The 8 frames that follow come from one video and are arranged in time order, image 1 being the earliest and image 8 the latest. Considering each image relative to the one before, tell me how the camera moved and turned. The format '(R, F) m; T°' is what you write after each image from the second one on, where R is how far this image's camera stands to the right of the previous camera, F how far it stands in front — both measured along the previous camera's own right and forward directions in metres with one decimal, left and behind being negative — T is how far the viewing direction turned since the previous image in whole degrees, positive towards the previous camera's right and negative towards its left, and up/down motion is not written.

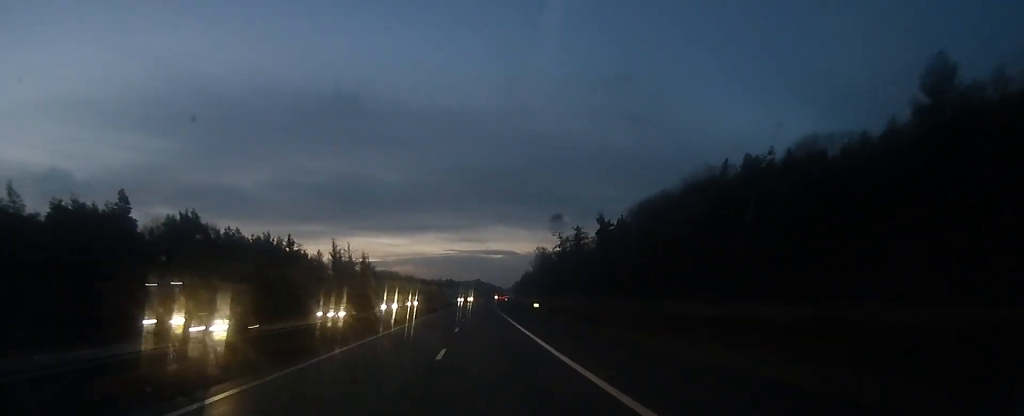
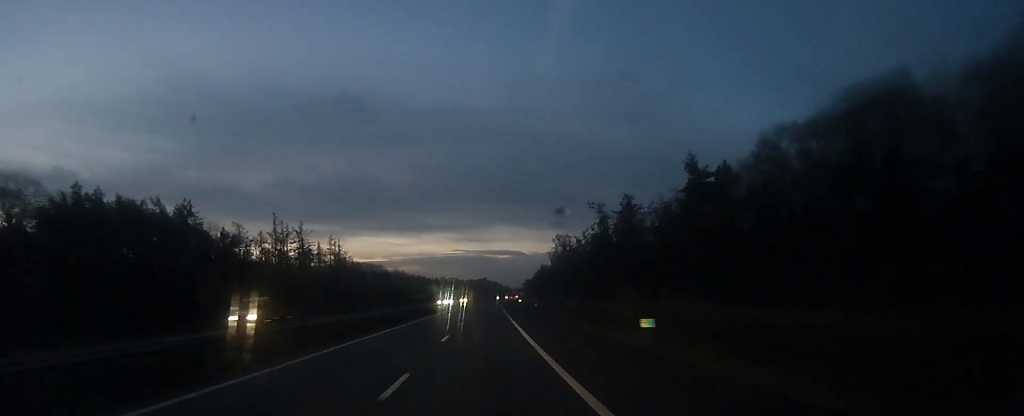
(+1.1, +42.1) m; +2°
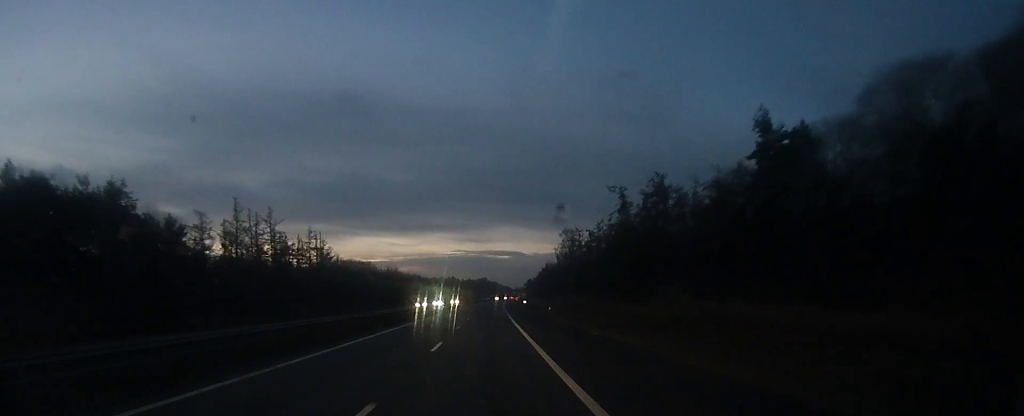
(+0.1, +15.6) m; -1°
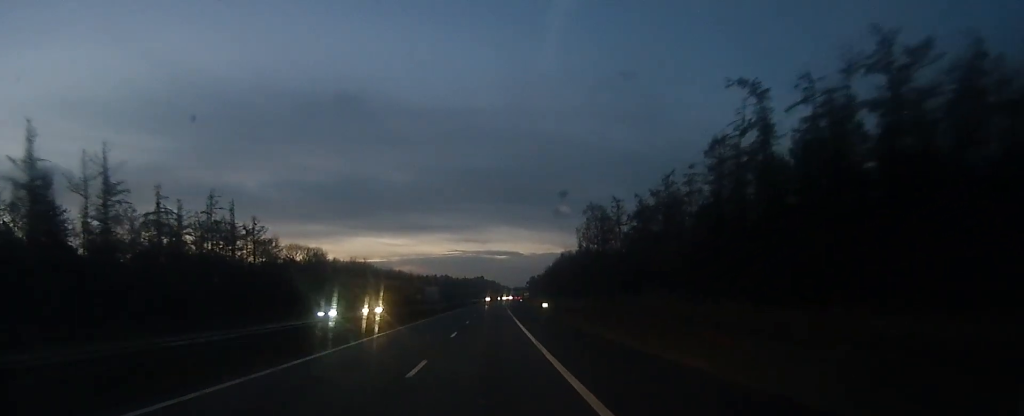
(-1.1, +41.8) m; -1°
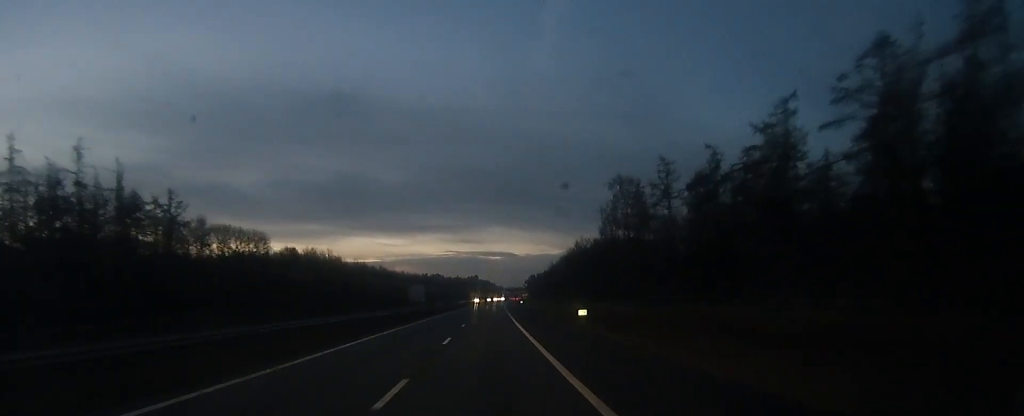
(+0.3, +27.3) m; +1°
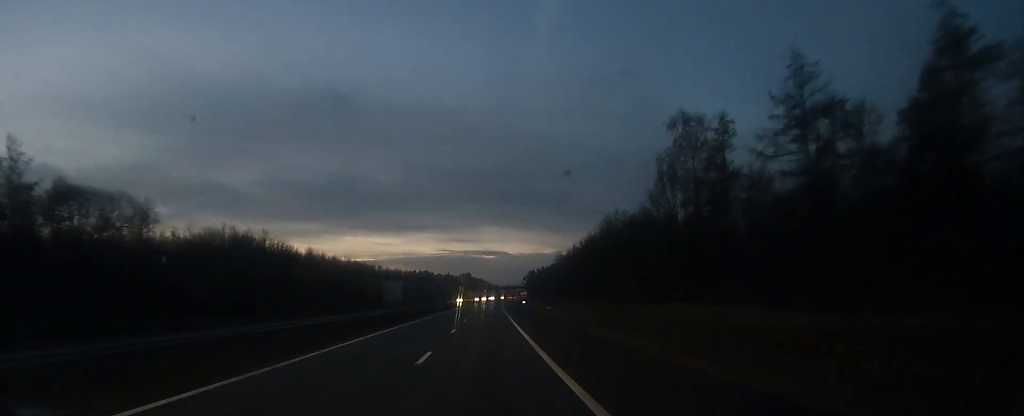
(+0.1, +30.4) m; -1°
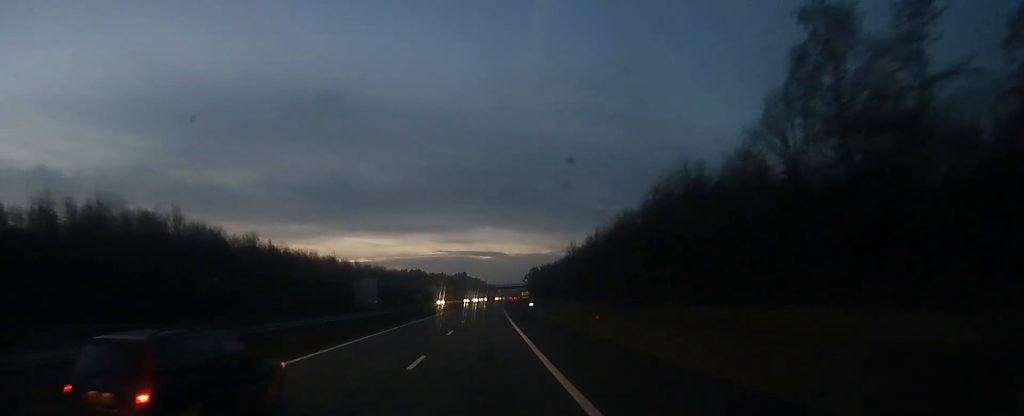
(-0.4, +24.9) m; 0°
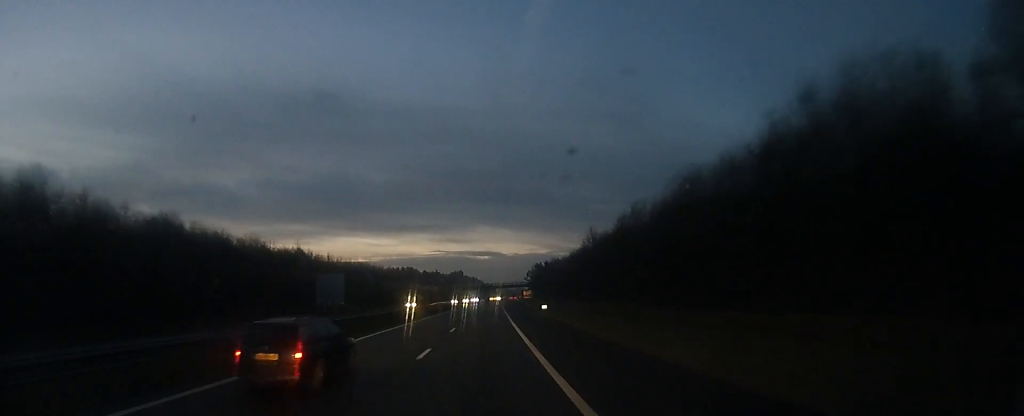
(+0.1, +21.7) m; +2°
